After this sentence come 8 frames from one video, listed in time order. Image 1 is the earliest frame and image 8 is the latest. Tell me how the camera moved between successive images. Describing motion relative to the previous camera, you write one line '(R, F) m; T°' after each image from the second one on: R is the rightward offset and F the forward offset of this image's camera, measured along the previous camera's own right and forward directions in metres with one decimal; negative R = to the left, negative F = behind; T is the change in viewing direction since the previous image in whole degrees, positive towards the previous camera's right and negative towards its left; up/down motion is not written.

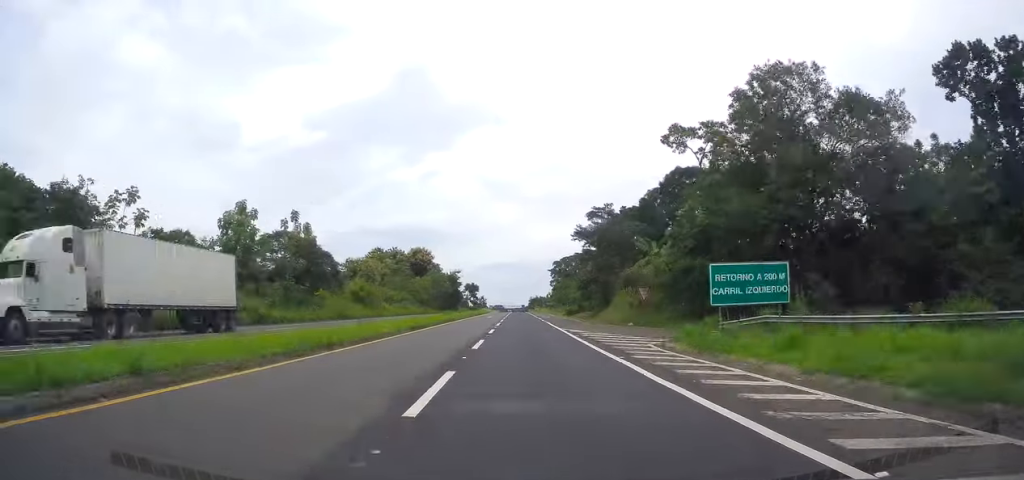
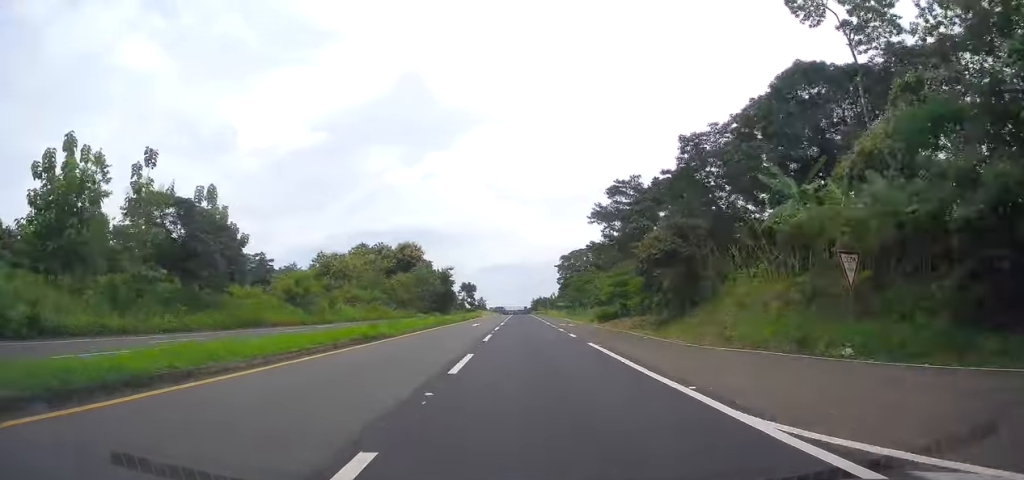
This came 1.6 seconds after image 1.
(+0.1, +27.9) m; 0°
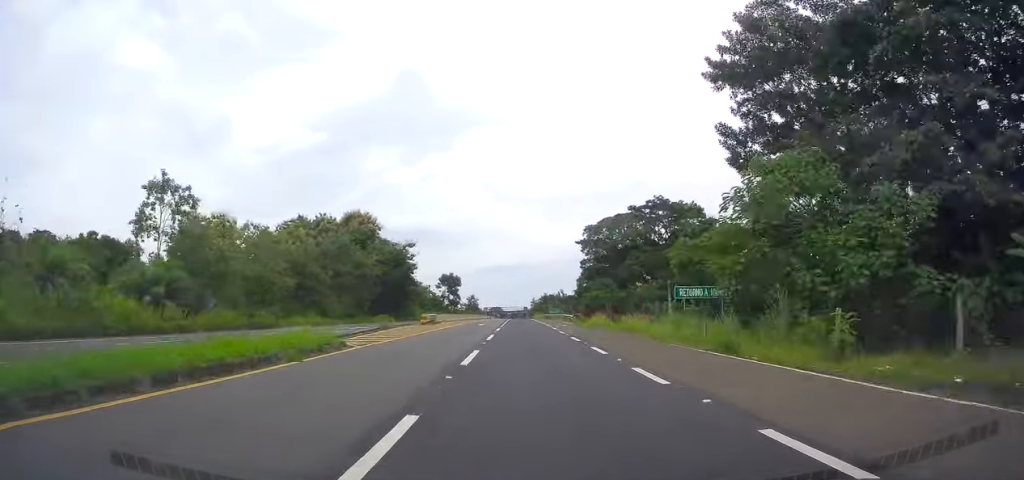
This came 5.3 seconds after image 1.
(-0.6, +64.8) m; 0°
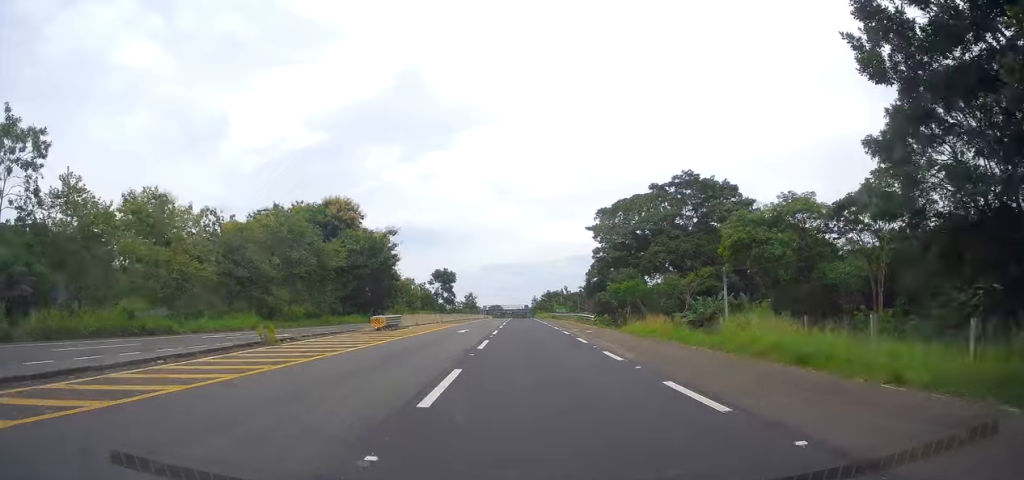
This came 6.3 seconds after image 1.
(+0.1, +17.0) m; 0°
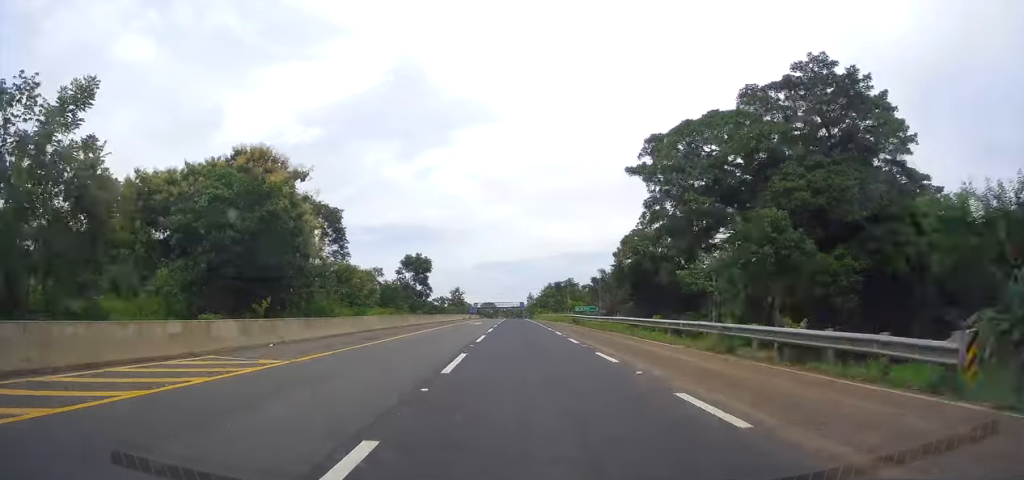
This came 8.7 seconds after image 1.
(+0.2, +39.3) m; +1°
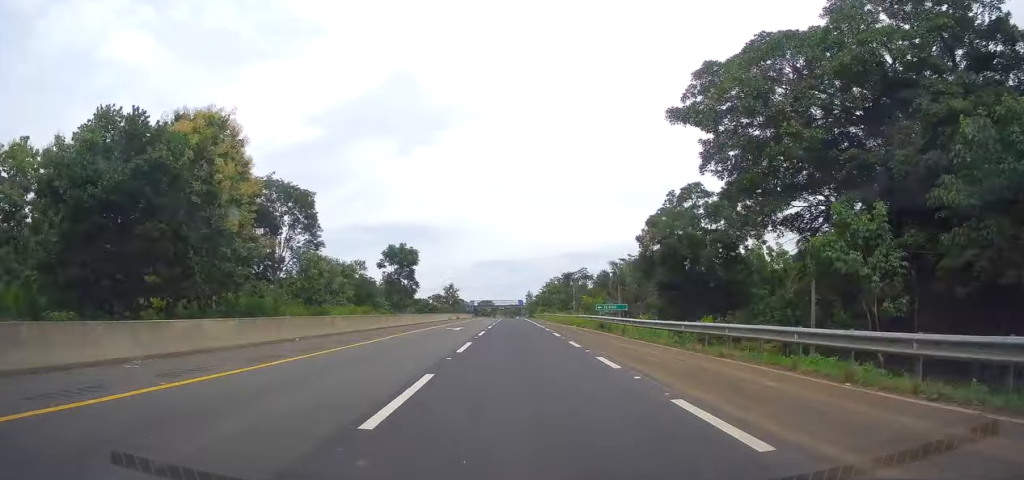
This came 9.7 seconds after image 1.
(0.0, +16.8) m; 0°
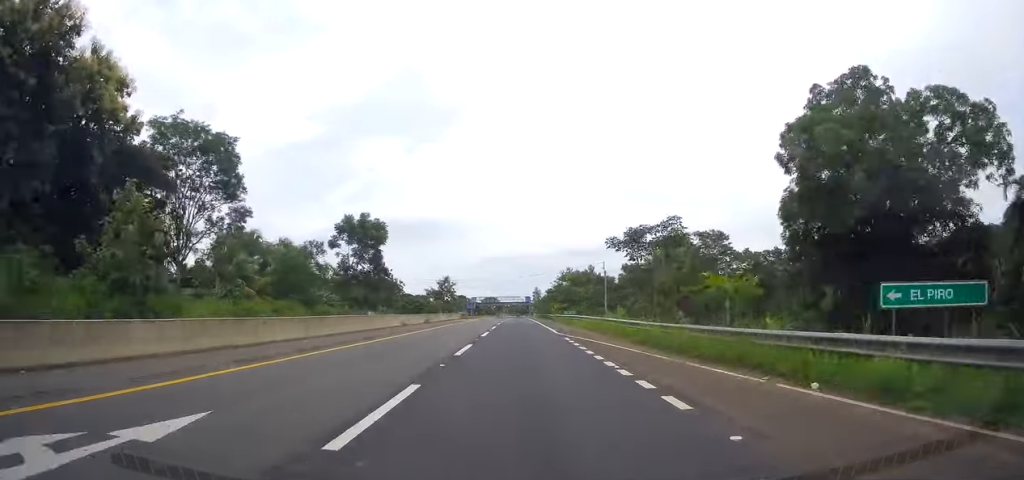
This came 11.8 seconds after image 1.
(+0.2, +34.7) m; 0°
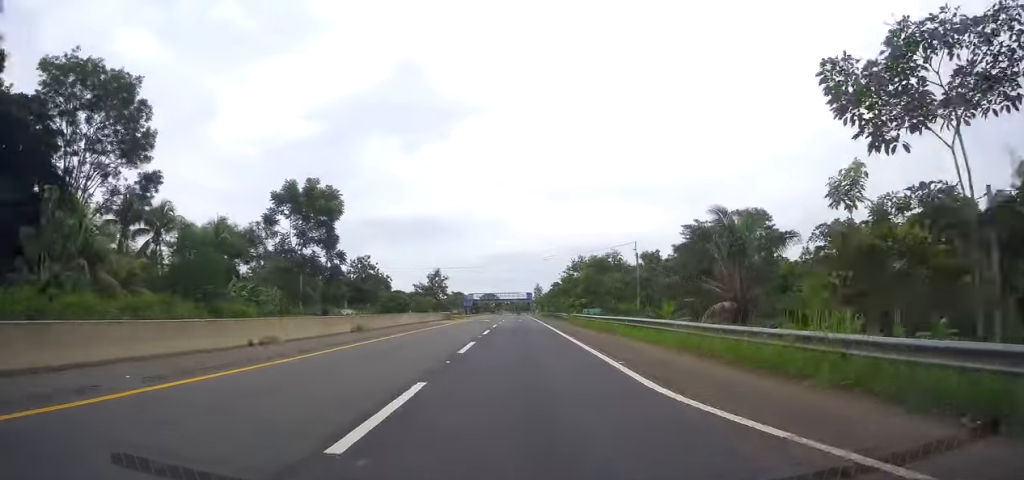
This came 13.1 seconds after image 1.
(-0.1, +22.2) m; -1°
